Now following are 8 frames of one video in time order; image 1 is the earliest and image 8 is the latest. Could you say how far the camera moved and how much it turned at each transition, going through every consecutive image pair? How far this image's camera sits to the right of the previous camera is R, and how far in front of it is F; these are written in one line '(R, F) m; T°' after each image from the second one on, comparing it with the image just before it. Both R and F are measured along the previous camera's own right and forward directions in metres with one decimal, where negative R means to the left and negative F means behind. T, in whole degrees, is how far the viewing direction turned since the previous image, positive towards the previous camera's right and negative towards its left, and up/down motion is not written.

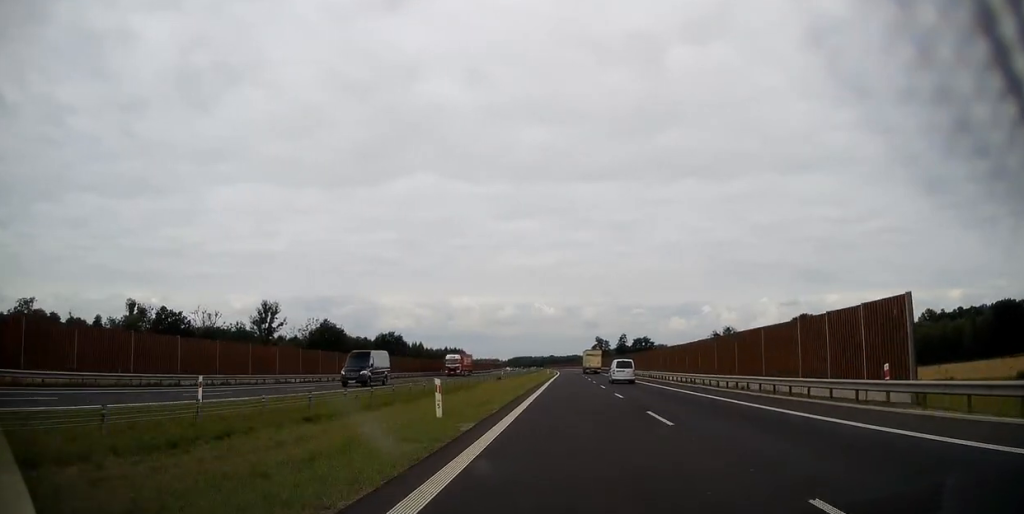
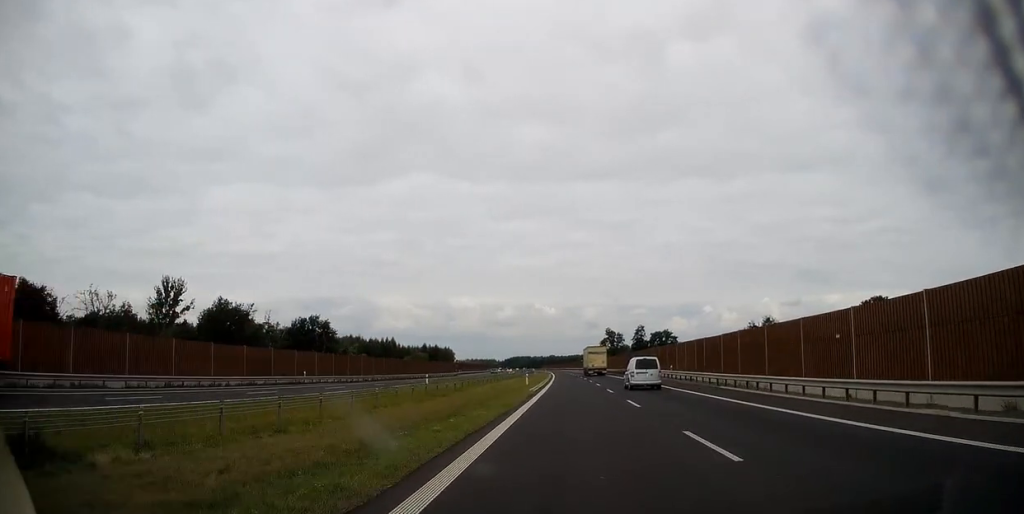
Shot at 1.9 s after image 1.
(+0.3, +64.8) m; 0°
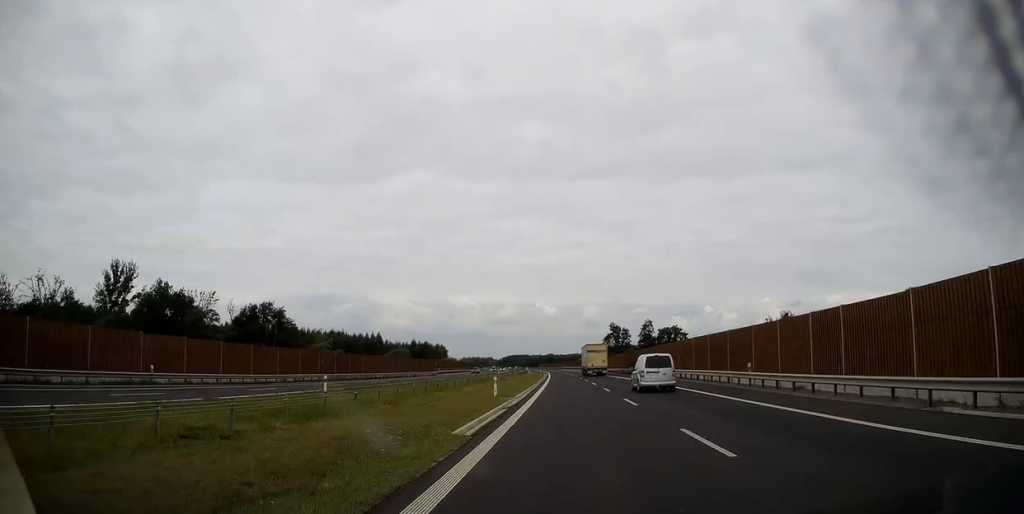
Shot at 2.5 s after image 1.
(-0.1, +23.3) m; 0°
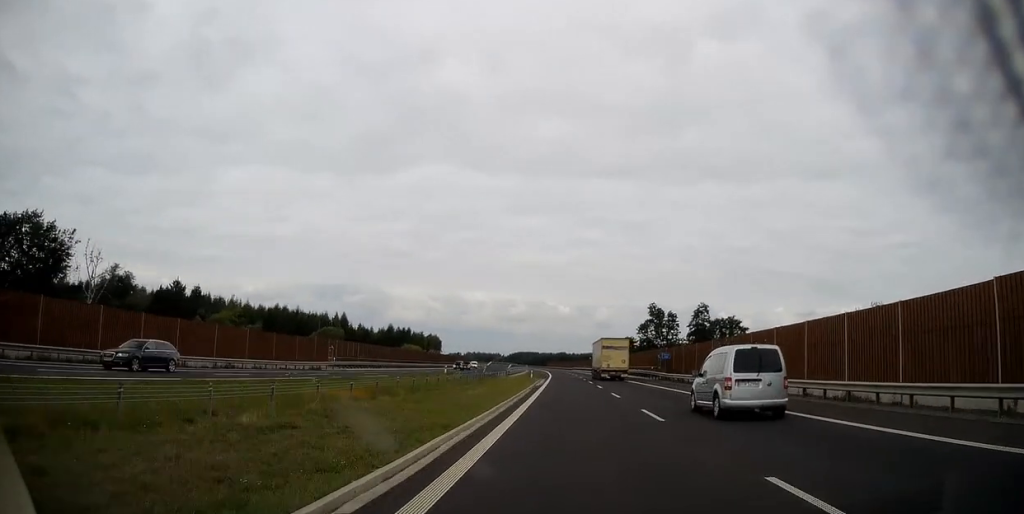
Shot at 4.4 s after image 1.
(+0.1, +64.9) m; 0°
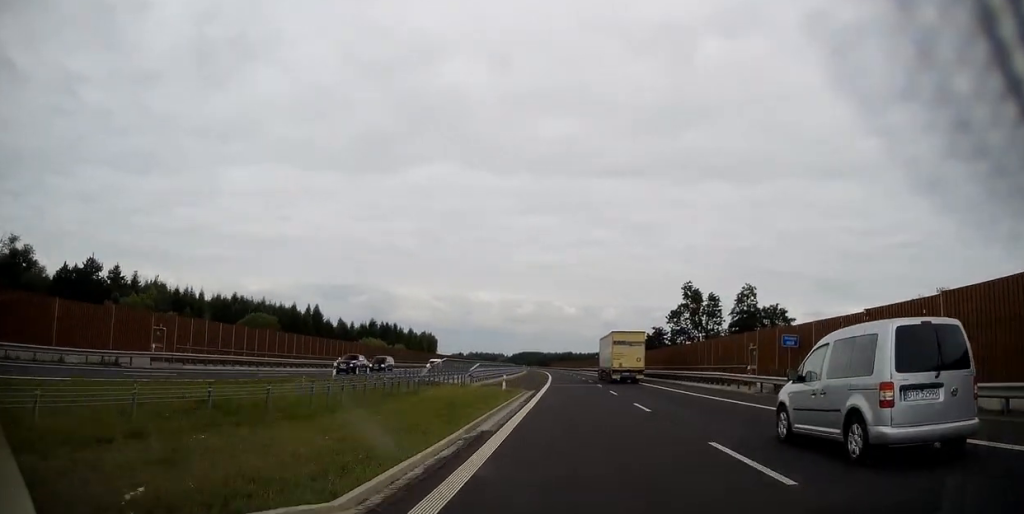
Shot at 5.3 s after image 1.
(-0.2, +32.1) m; -1°
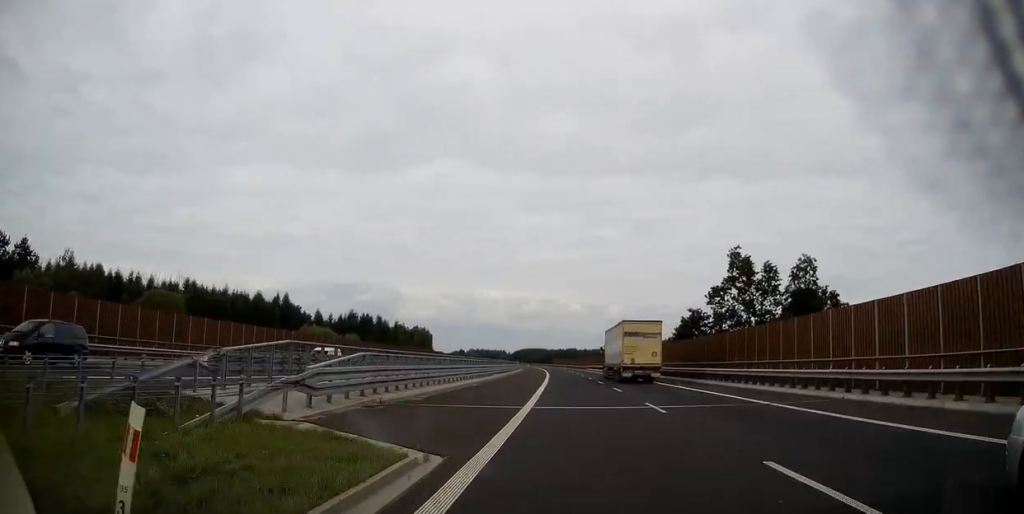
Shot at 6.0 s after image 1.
(-0.1, +26.2) m; 0°
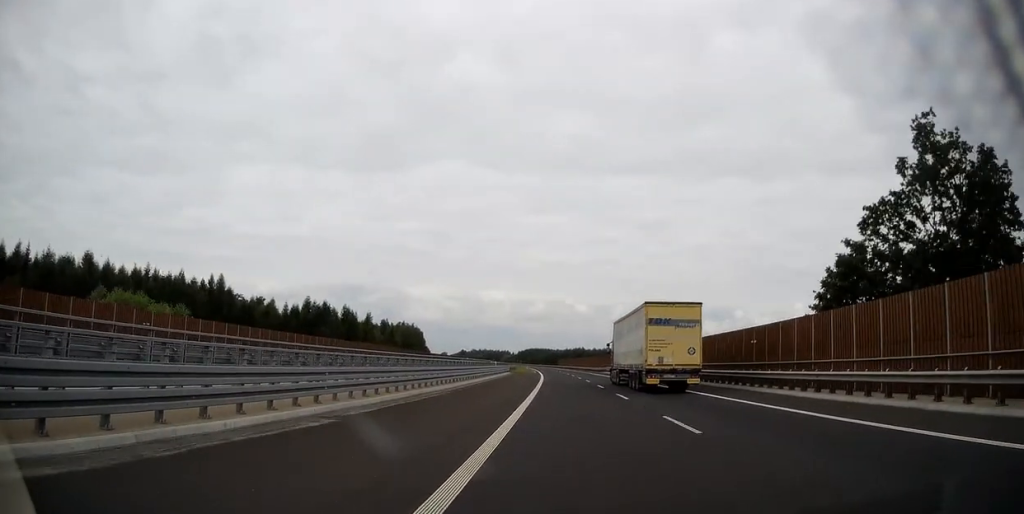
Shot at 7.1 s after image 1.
(-0.3, +40.5) m; -1°
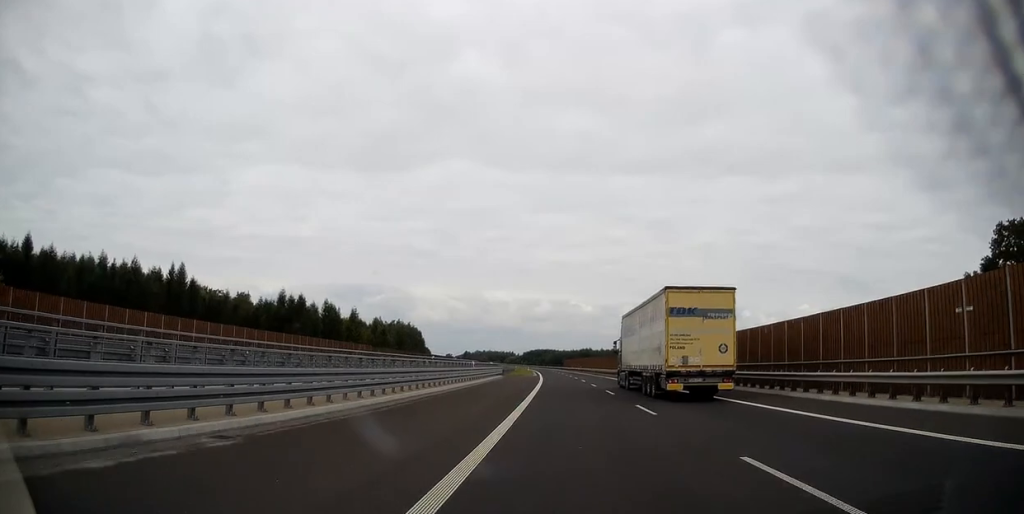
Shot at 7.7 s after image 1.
(-0.1, +19.0) m; 0°
